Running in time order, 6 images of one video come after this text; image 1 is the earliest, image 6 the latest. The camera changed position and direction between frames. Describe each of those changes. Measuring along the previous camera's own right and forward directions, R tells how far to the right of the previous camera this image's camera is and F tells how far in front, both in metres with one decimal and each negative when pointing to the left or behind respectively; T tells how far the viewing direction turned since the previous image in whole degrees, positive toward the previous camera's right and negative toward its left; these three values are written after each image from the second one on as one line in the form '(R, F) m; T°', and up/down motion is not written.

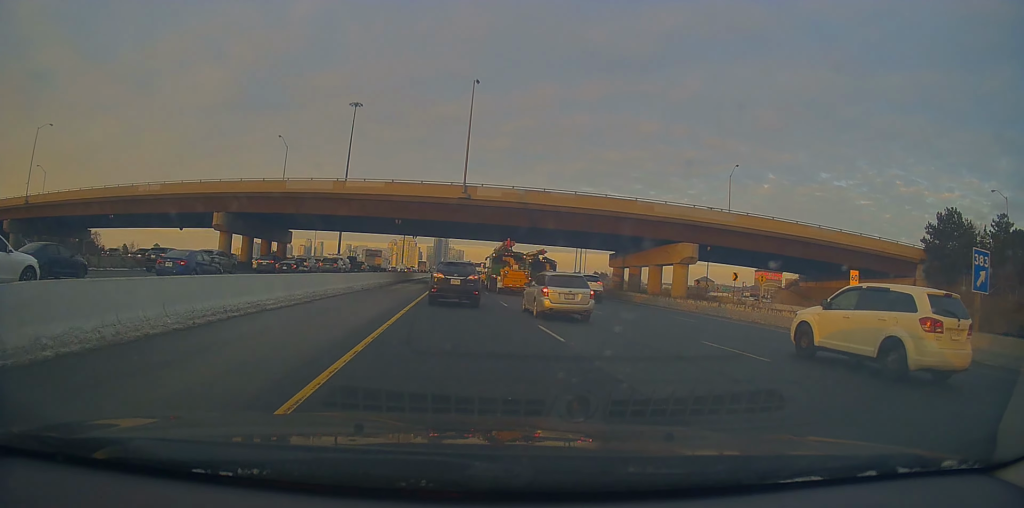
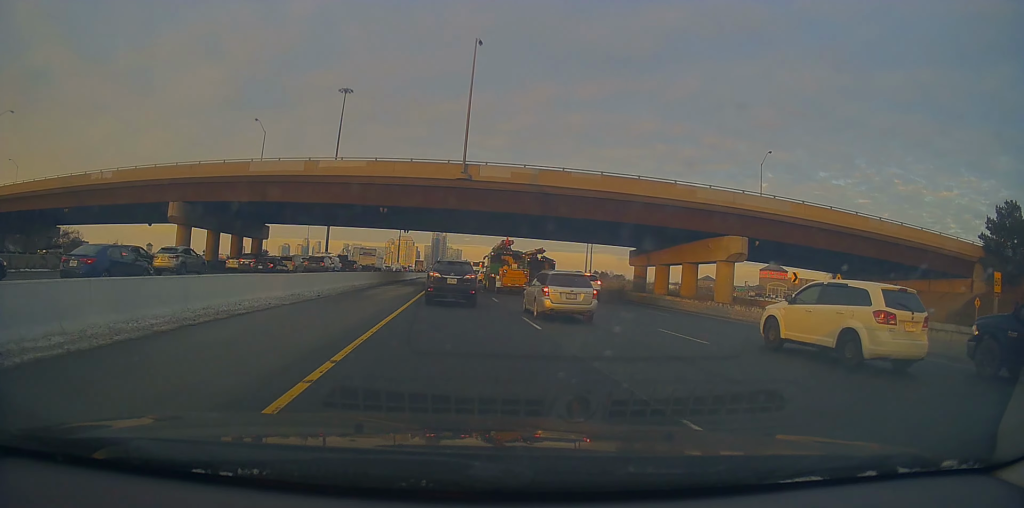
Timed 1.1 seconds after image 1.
(-0.3, +9.9) m; +1°
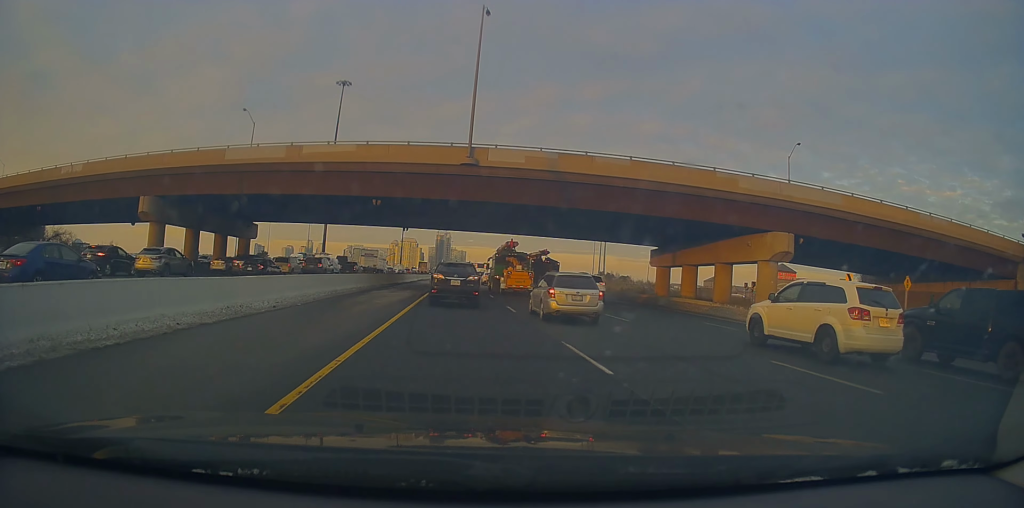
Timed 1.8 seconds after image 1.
(+0.4, +6.3) m; +2°
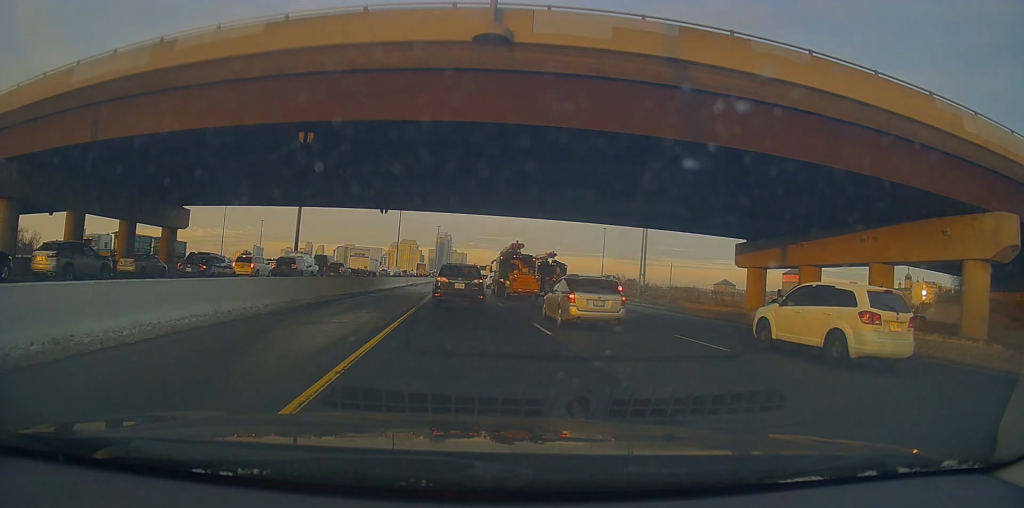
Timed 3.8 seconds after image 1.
(-0.1, +18.1) m; -3°
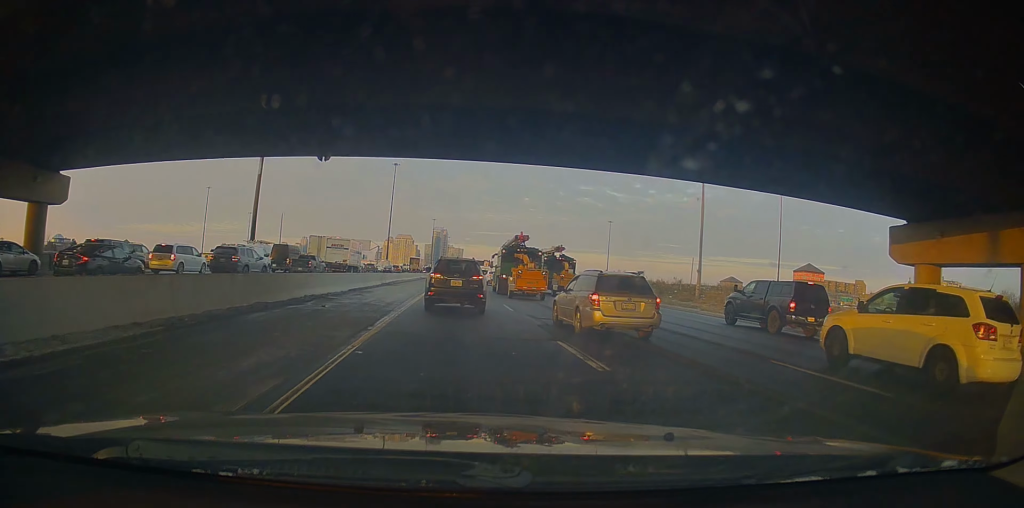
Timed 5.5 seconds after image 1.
(+0.2, +16.7) m; +3°
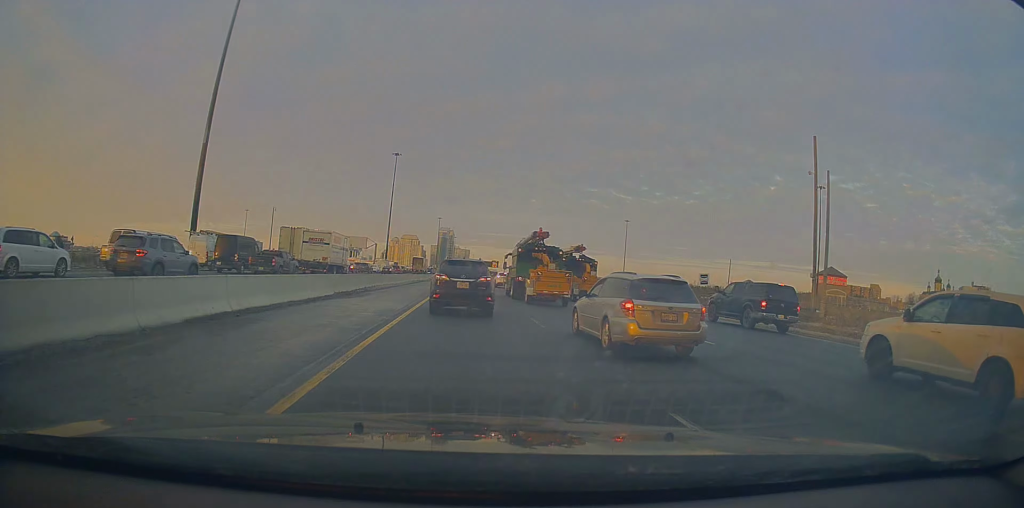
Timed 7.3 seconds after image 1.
(-0.1, +18.2) m; -1°
